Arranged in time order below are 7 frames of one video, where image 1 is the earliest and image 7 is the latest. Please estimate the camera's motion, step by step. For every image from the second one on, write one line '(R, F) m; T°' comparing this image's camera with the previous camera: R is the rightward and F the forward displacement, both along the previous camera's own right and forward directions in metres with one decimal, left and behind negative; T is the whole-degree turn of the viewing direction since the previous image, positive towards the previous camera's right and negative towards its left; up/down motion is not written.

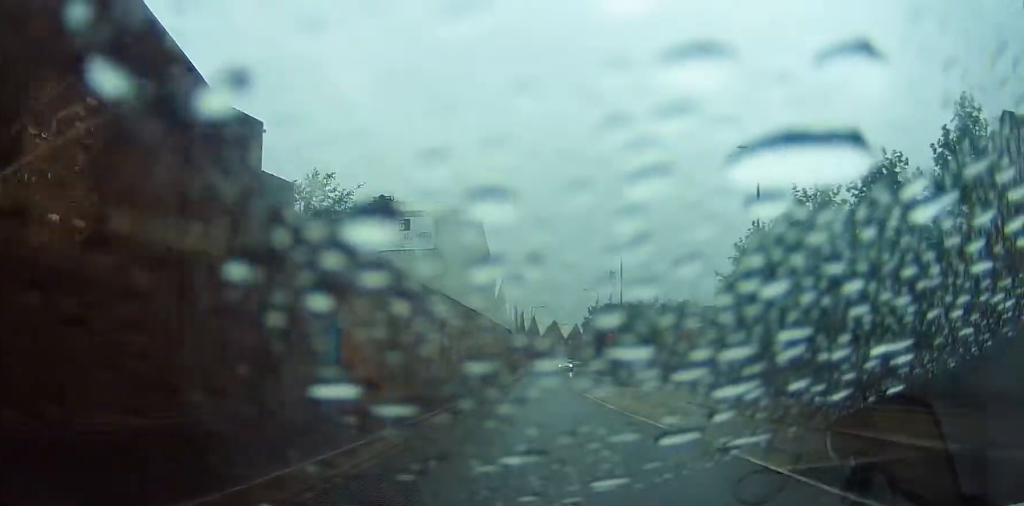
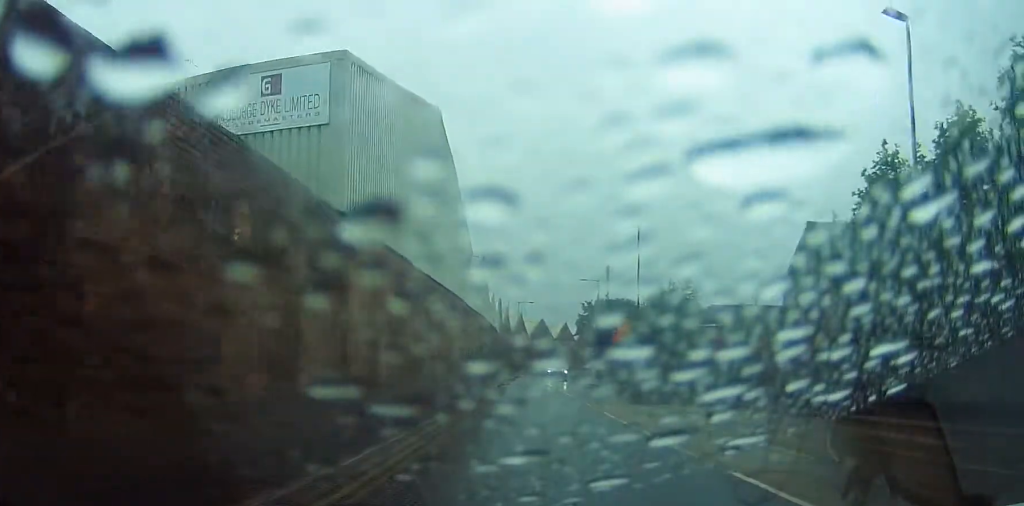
(0.0, +13.9) m; +2°
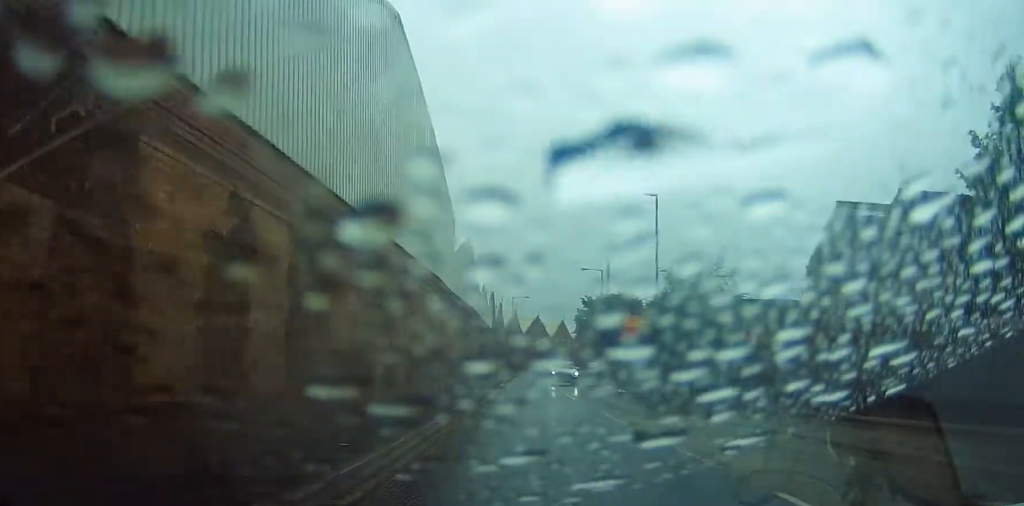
(+0.1, +7.5) m; +1°
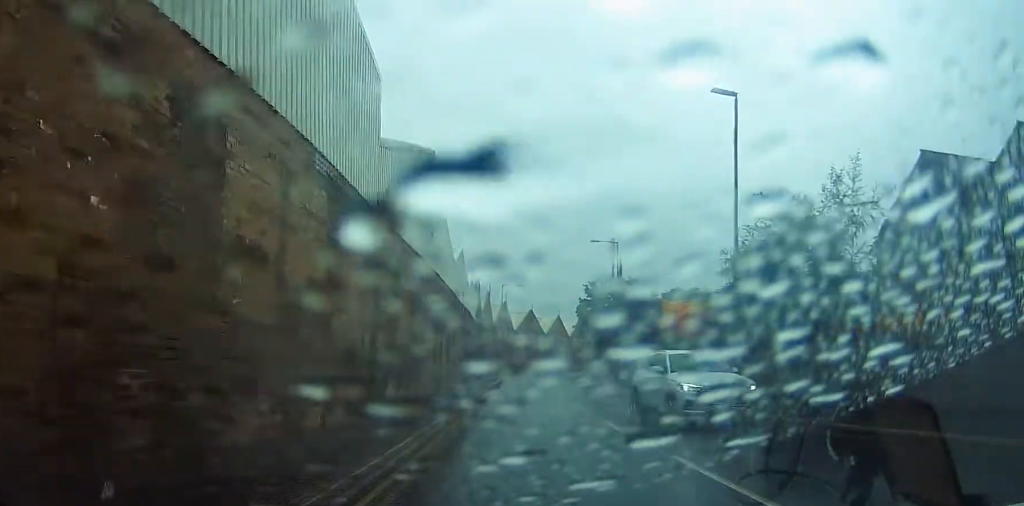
(+0.1, +14.9) m; 0°
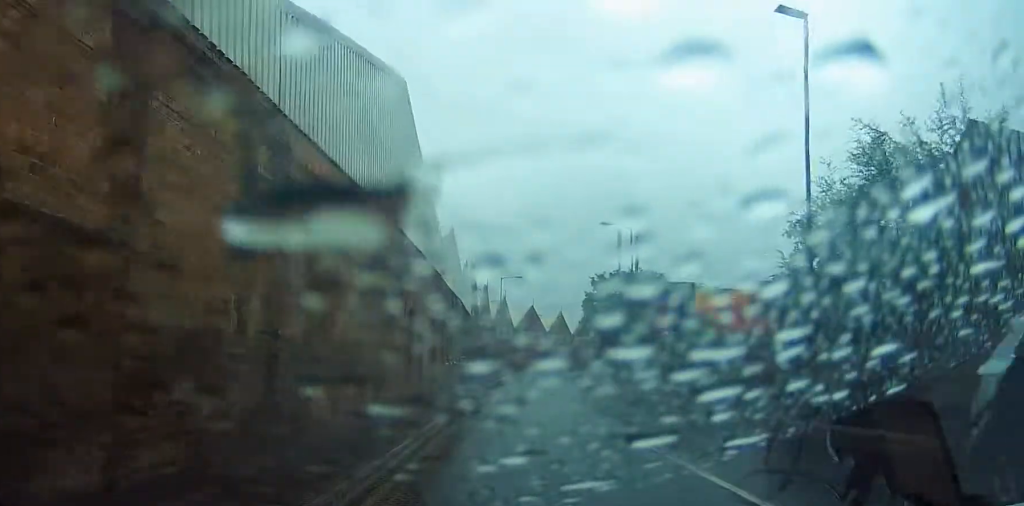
(-0.1, +6.1) m; 0°
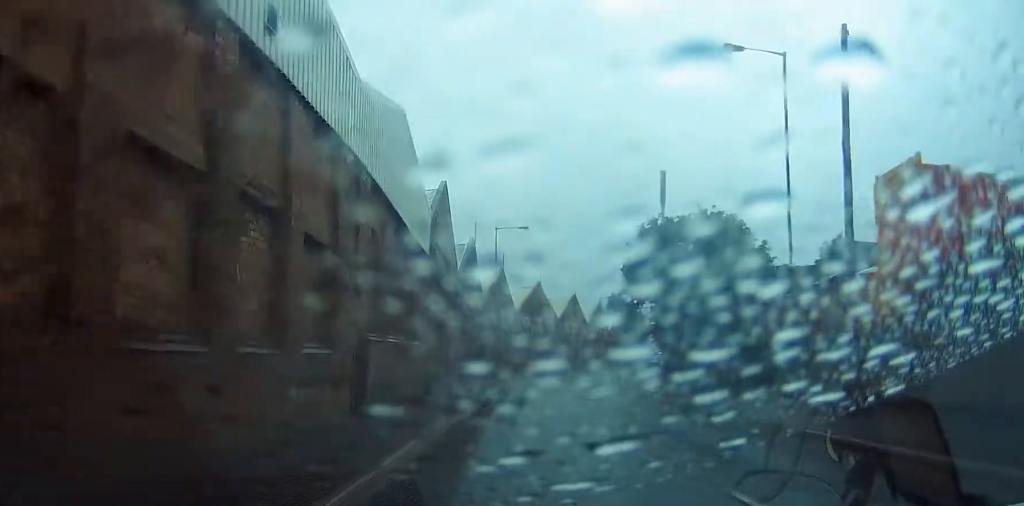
(+0.1, +25.5) m; +1°
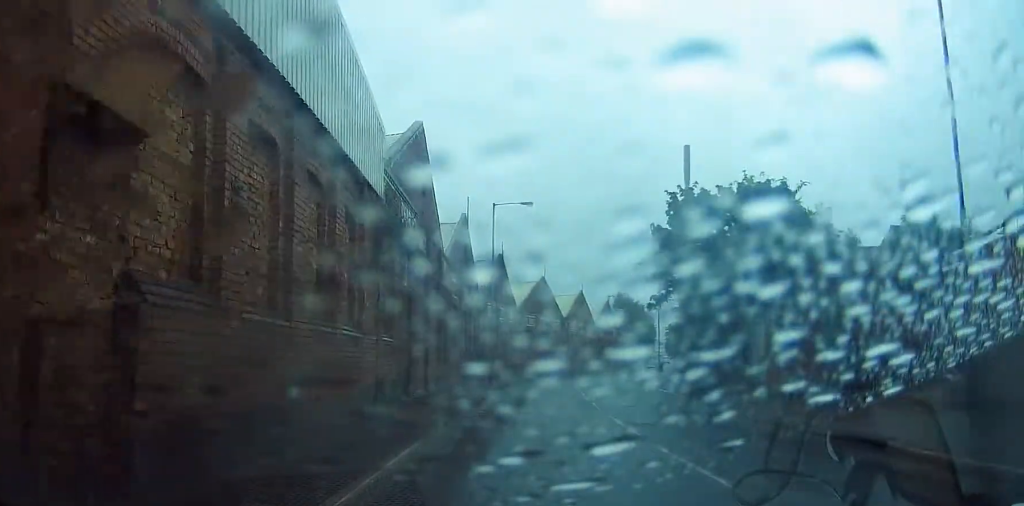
(+0.2, +8.4) m; +1°
